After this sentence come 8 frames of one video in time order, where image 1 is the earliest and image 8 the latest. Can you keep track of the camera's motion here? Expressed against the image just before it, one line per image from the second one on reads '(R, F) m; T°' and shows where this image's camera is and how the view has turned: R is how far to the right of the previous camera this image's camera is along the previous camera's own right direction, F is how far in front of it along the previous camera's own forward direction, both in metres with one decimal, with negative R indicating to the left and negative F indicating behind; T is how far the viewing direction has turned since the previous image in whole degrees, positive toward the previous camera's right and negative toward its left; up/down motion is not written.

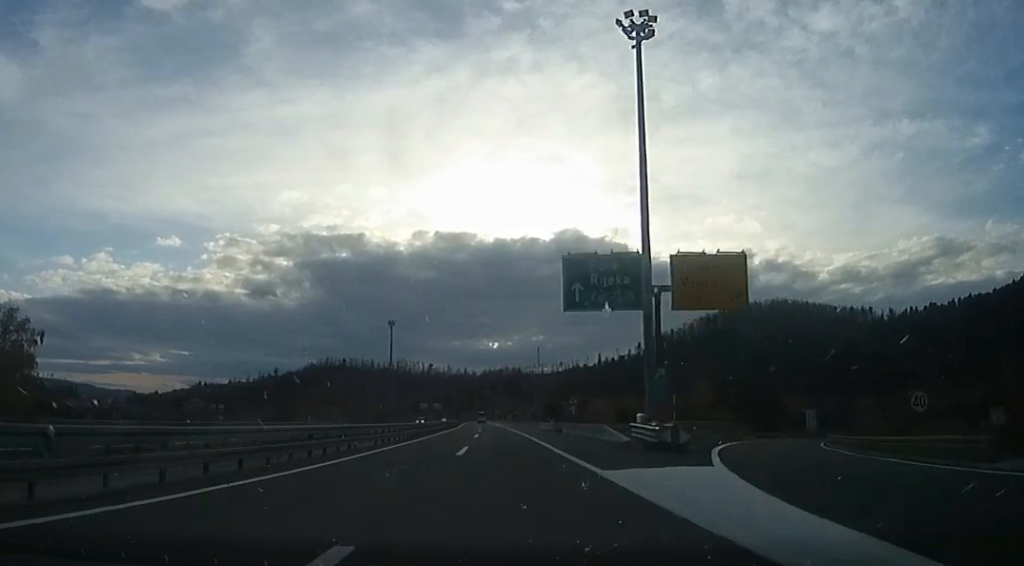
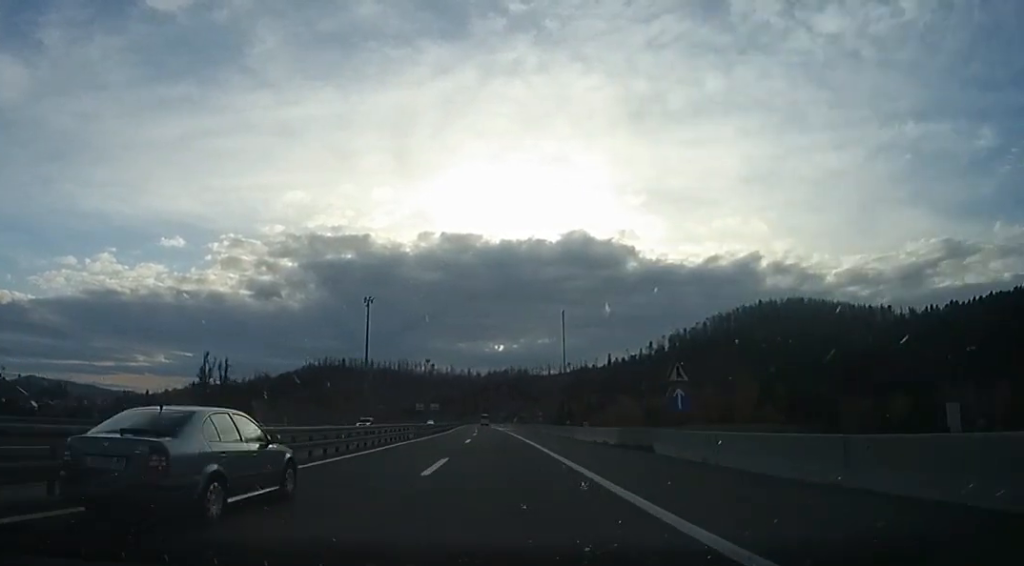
(-0.1, +29.4) m; 0°
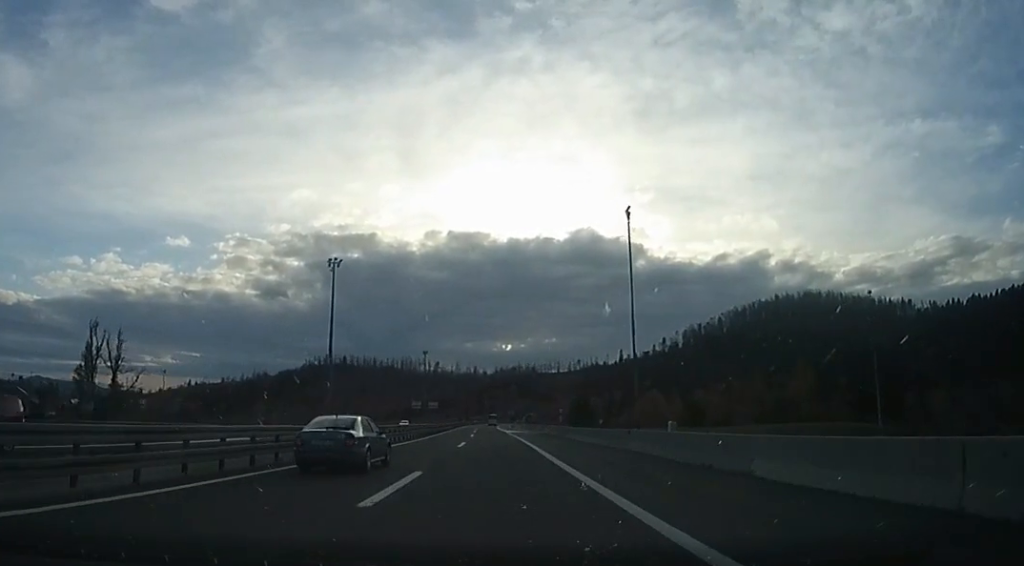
(+0.1, +26.9) m; -1°
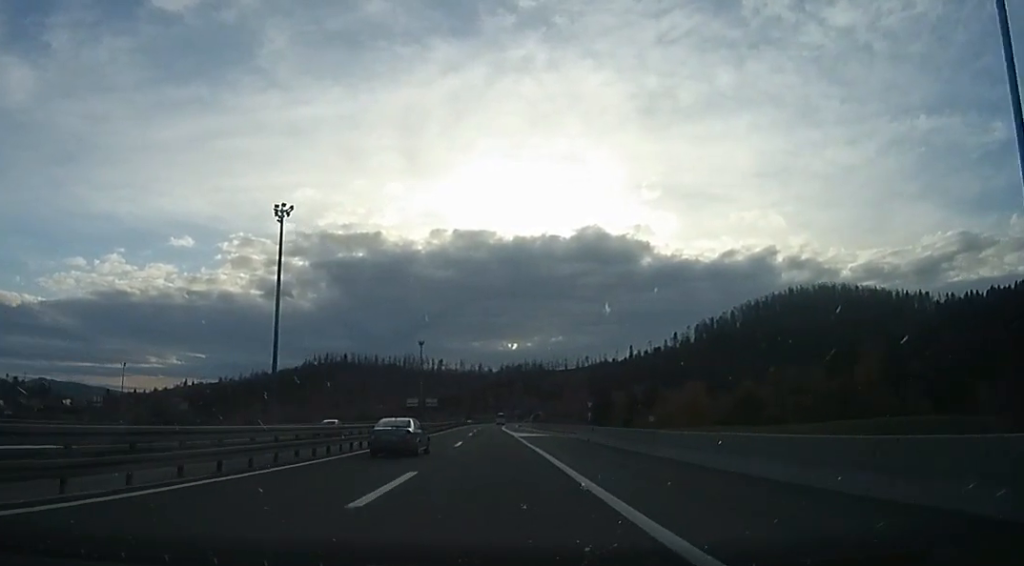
(-0.1, +22.1) m; -1°
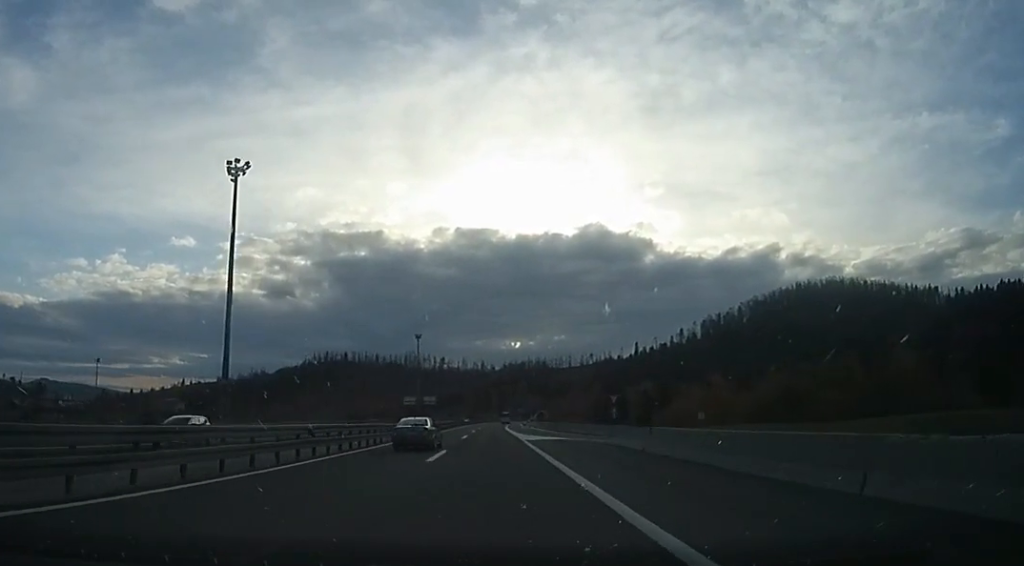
(-0.3, +11.8) m; -1°
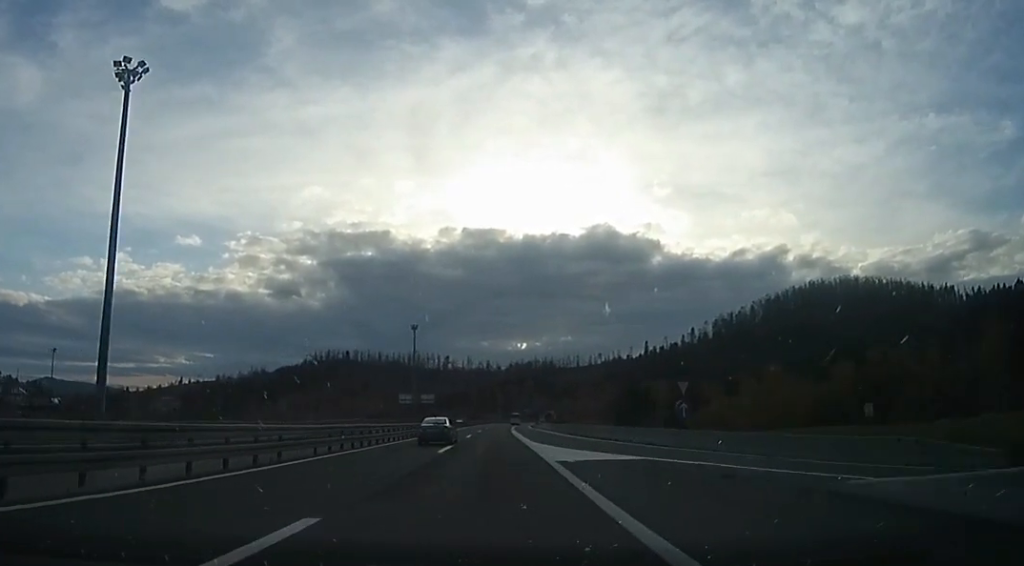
(-0.2, +17.6) m; -1°
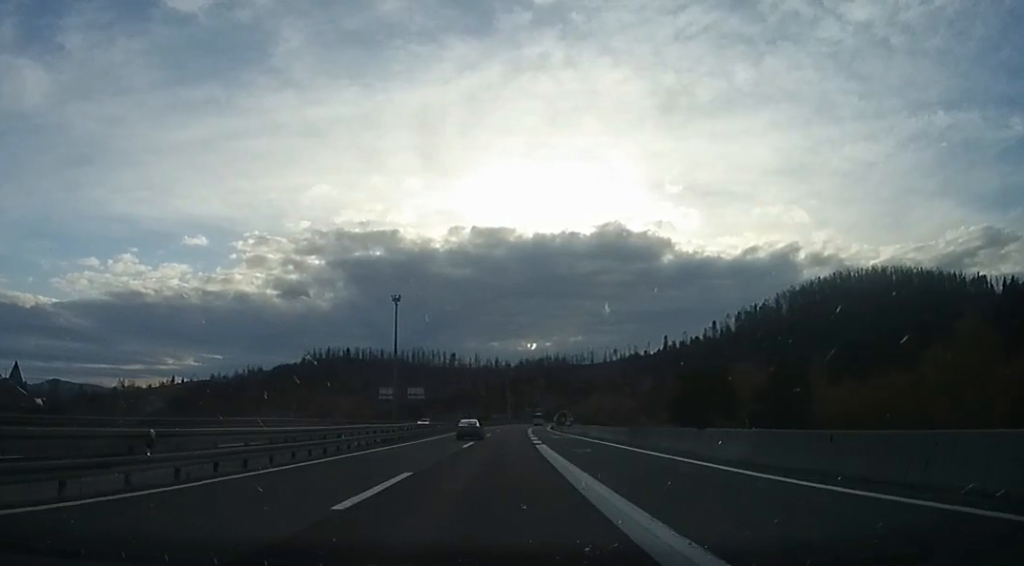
(0.0, +36.5) m; 0°
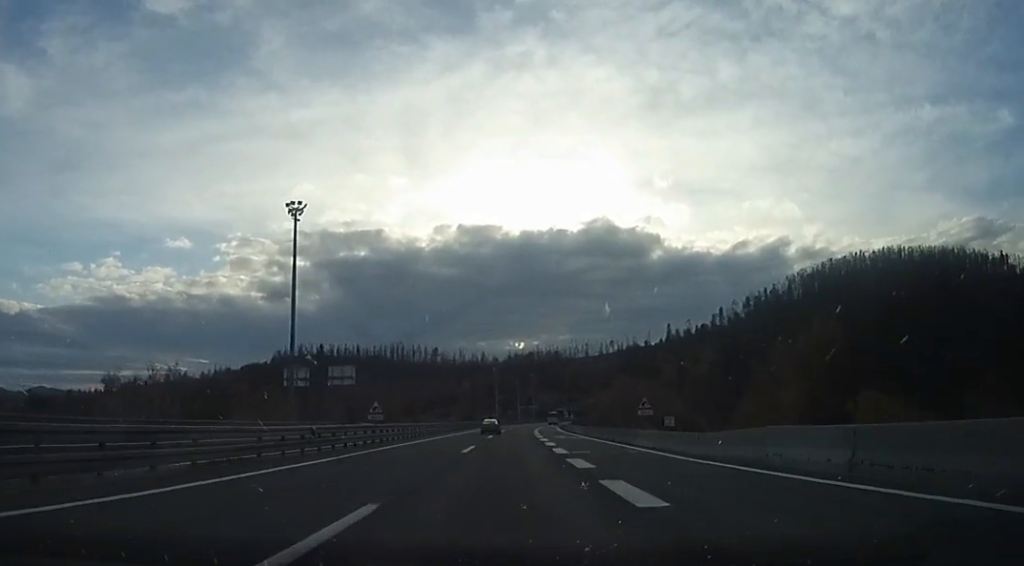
(0.0, +50.1) m; +1°
